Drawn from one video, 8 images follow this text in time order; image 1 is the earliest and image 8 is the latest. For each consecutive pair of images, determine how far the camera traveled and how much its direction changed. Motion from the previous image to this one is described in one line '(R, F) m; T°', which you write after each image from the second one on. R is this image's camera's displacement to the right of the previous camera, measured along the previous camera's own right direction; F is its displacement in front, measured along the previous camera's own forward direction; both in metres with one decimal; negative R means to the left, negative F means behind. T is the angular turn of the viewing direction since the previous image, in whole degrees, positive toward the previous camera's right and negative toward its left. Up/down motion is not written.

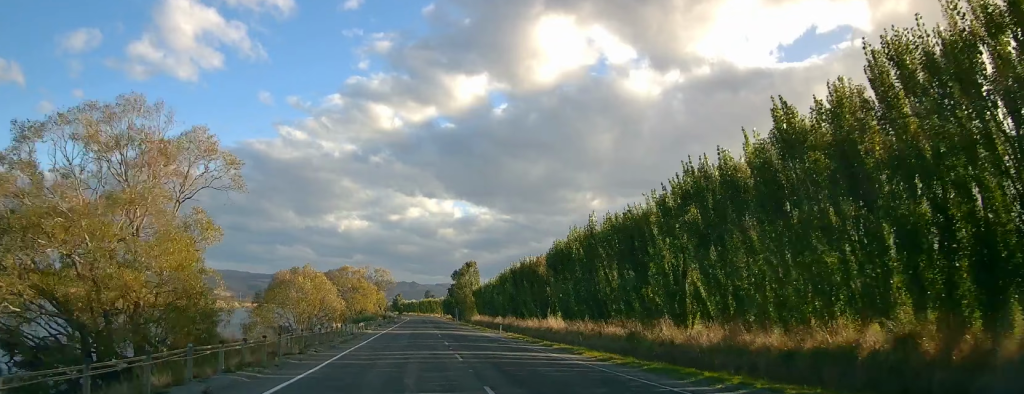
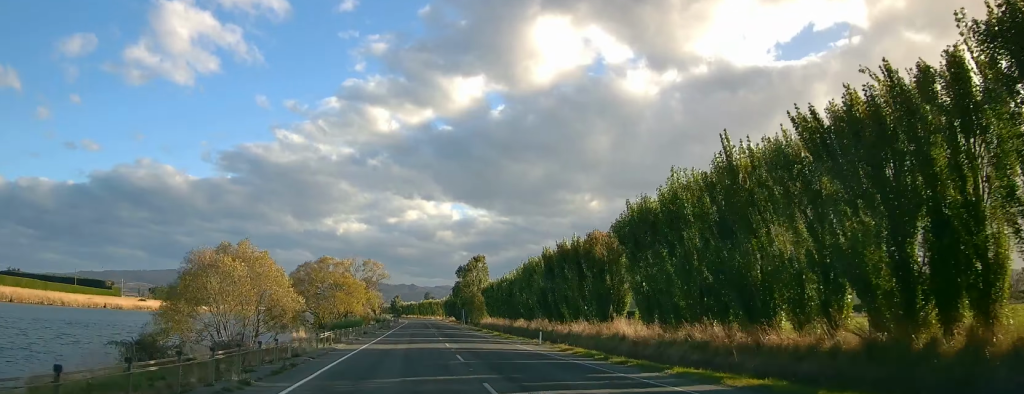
(-0.5, +19.1) m; -2°
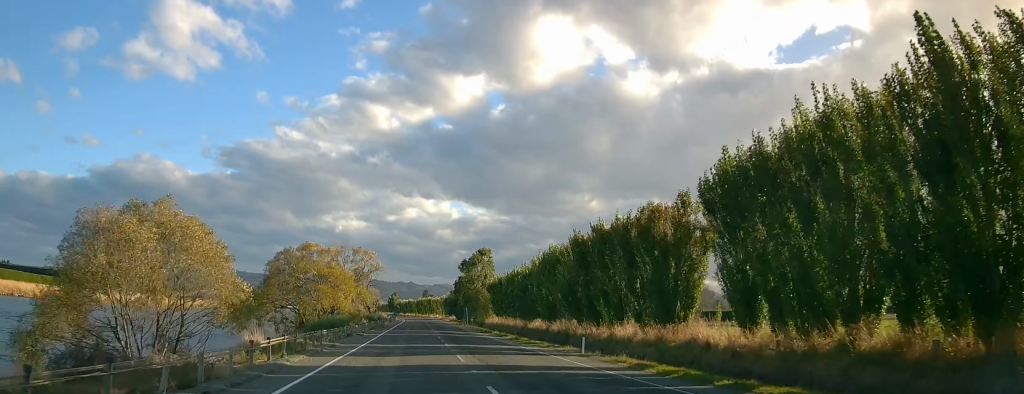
(-0.3, +10.8) m; -1°
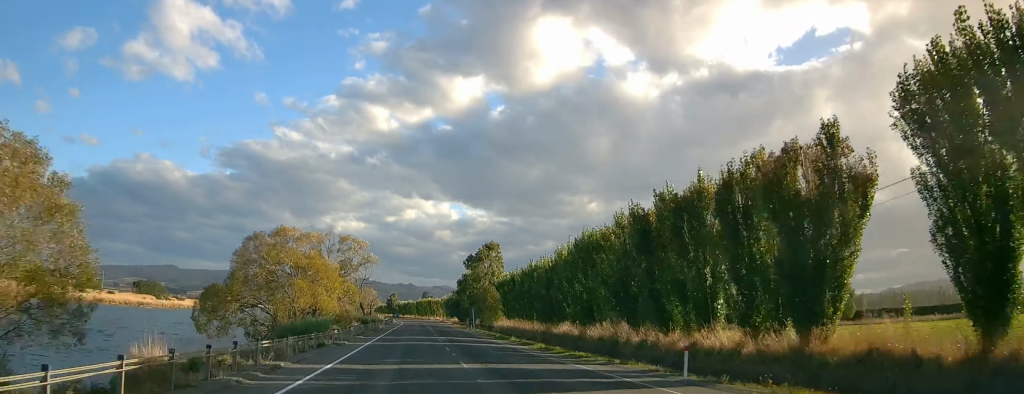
(+0.1, +11.6) m; 0°
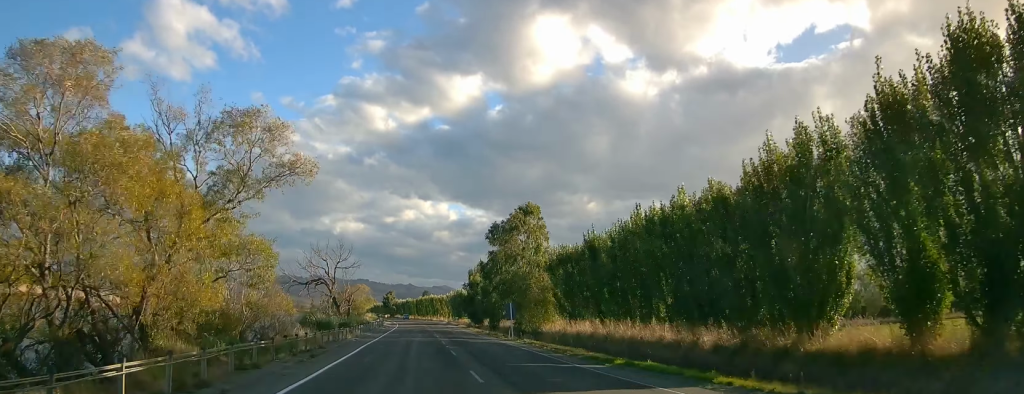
(+0.2, +34.0) m; +2°
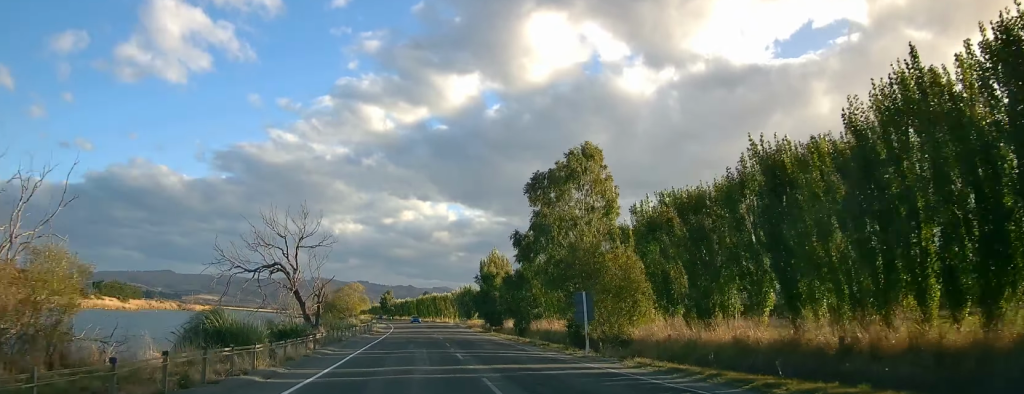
(+0.7, +22.5) m; 0°
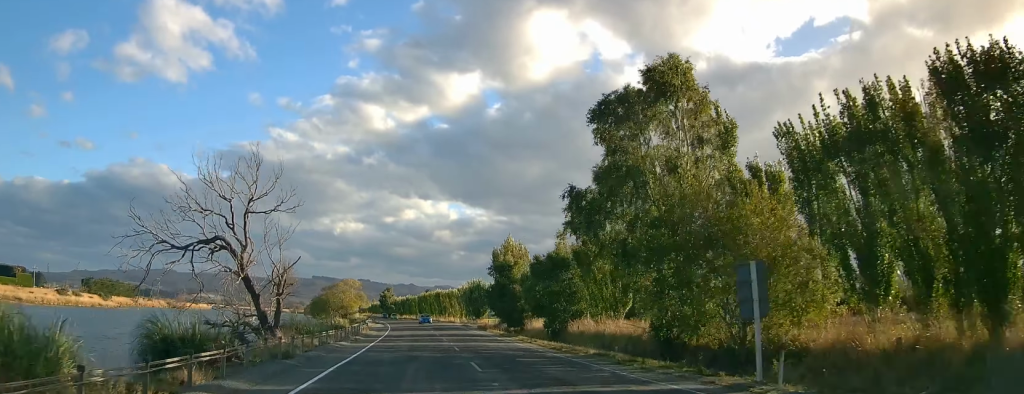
(-0.1, +15.0) m; -1°
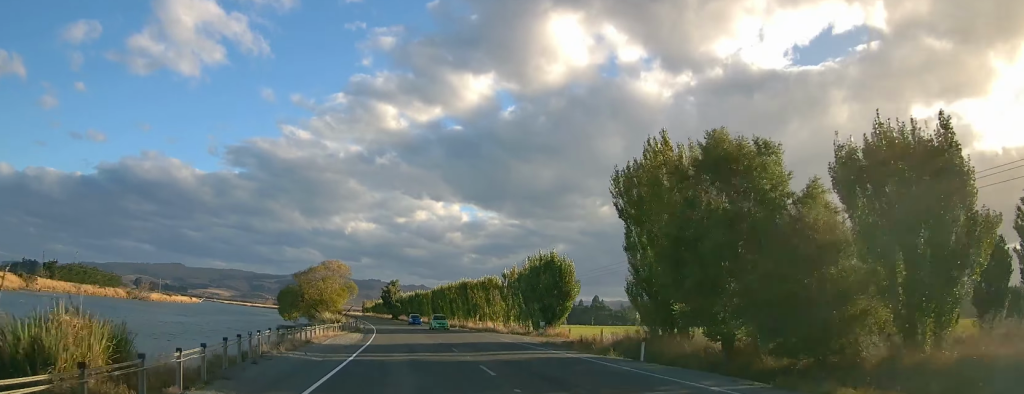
(-1.4, +50.6) m; -2°
